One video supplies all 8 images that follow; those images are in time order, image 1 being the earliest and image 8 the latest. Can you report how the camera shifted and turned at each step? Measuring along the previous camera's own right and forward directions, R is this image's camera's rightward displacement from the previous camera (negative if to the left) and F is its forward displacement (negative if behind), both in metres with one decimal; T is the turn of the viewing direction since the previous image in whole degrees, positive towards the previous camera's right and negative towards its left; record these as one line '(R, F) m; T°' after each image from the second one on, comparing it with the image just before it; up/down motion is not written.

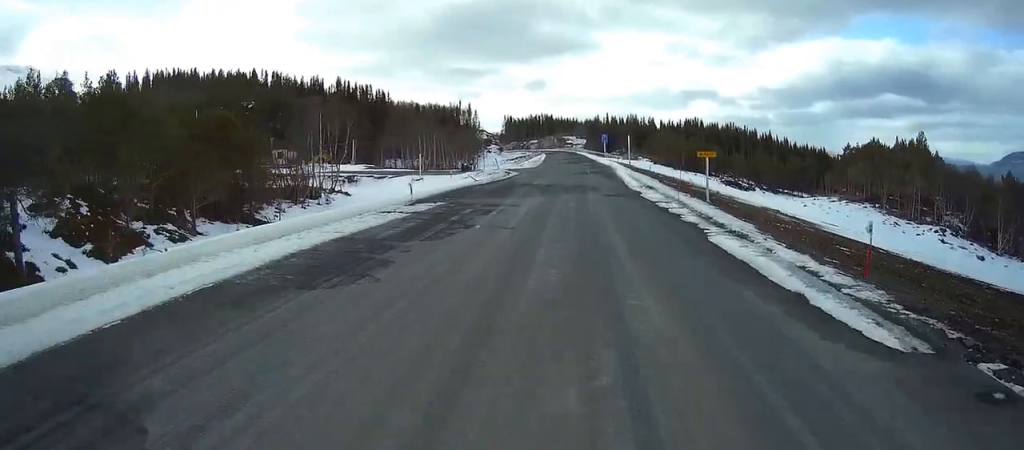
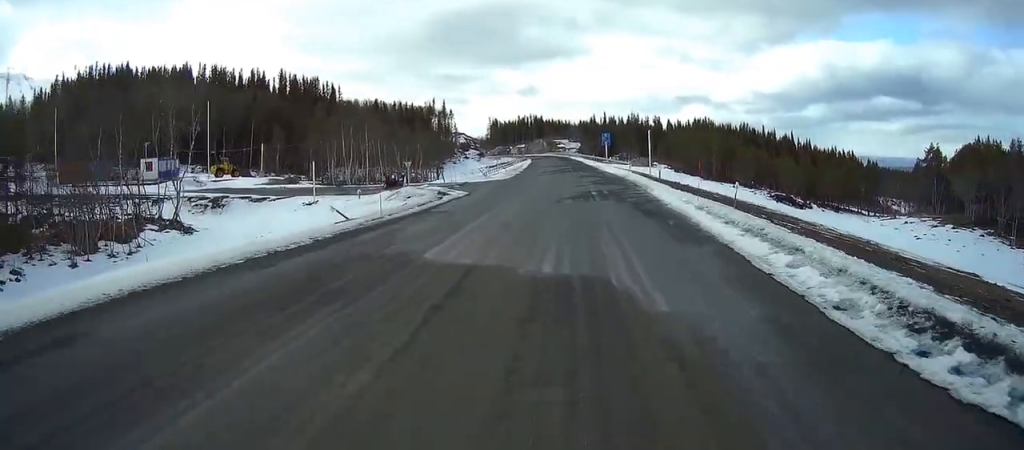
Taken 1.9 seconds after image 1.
(+0.3, +39.5) m; +1°
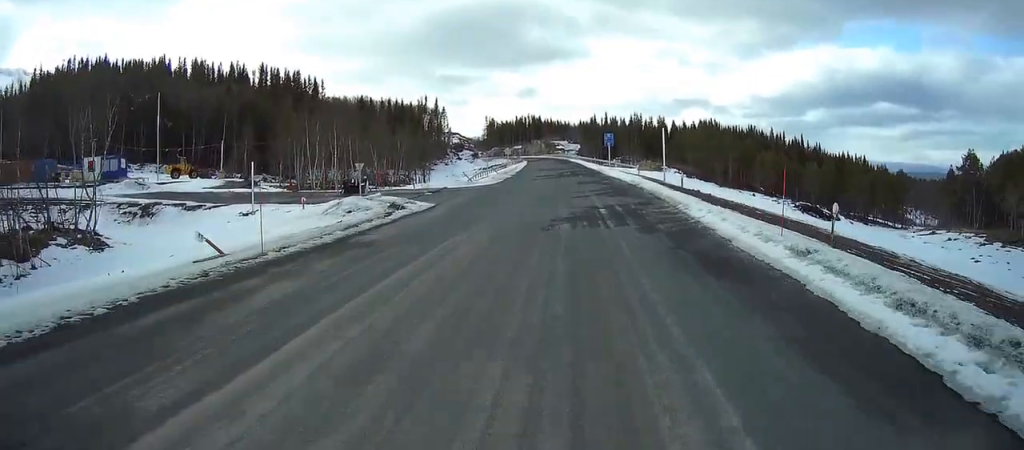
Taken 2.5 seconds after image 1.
(0.0, +12.2) m; 0°
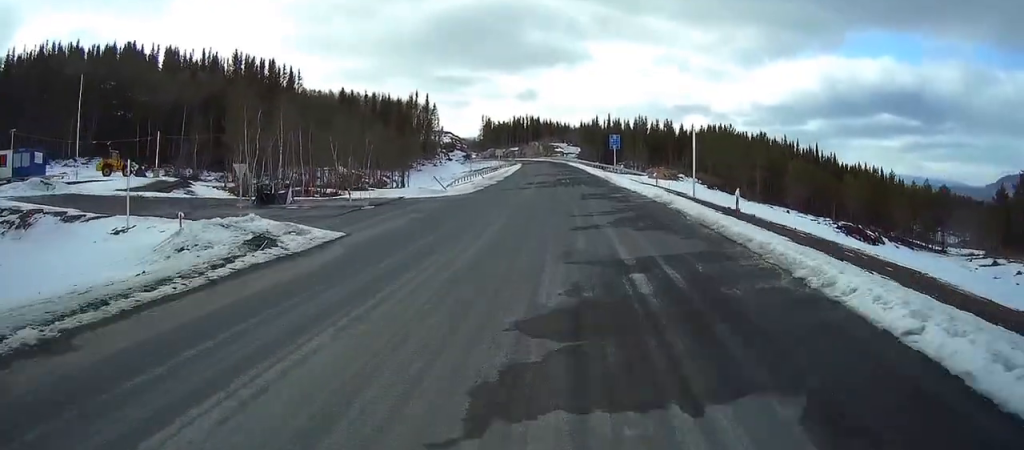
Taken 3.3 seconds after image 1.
(0.0, +15.6) m; 0°
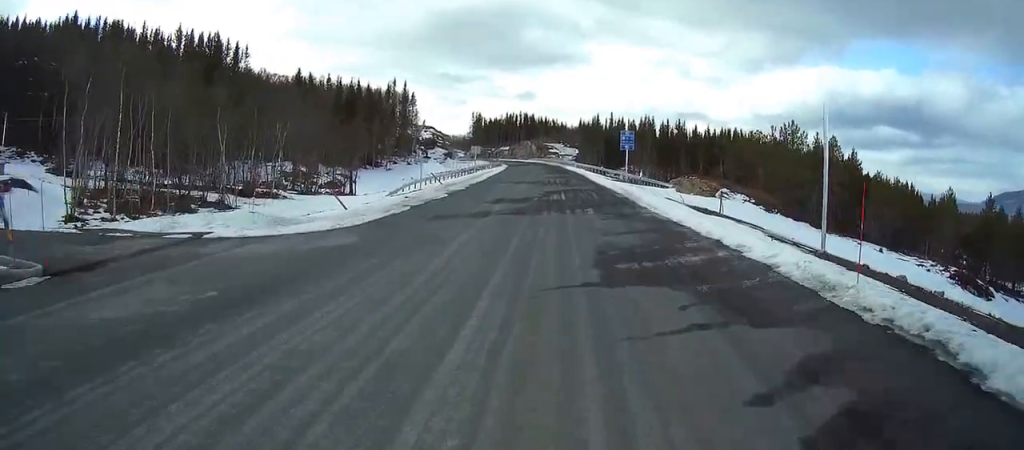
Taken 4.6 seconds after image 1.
(0.0, +25.9) m; 0°
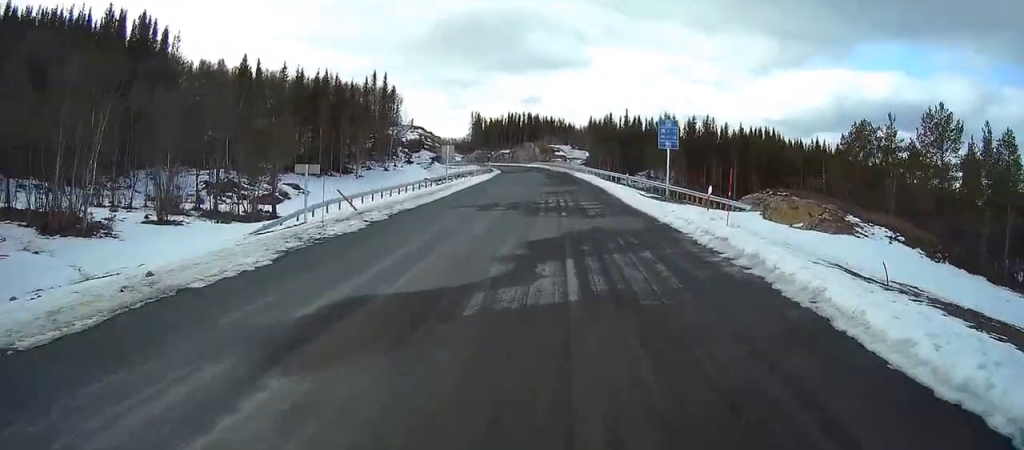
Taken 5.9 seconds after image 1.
(+0.2, +26.7) m; 0°
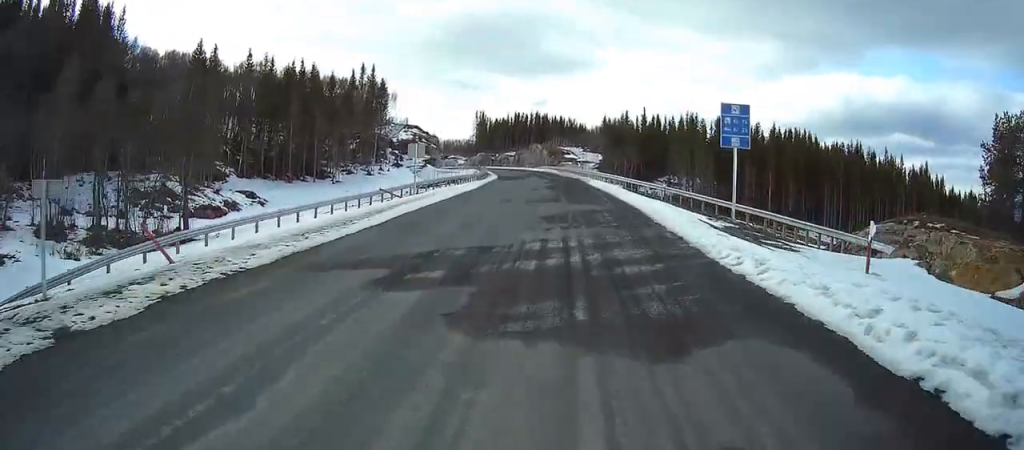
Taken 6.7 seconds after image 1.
(+0.1, +17.9) m; -3°
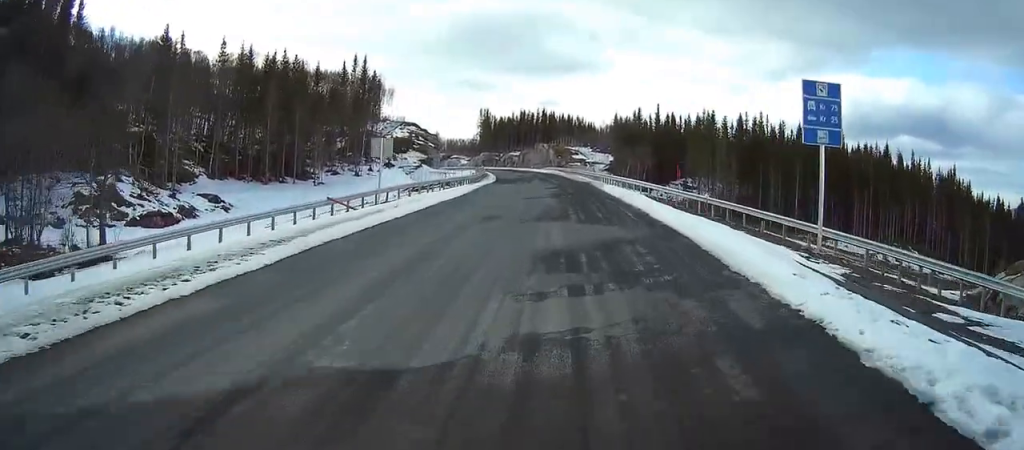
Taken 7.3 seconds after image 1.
(-0.6, +11.0) m; -2°
